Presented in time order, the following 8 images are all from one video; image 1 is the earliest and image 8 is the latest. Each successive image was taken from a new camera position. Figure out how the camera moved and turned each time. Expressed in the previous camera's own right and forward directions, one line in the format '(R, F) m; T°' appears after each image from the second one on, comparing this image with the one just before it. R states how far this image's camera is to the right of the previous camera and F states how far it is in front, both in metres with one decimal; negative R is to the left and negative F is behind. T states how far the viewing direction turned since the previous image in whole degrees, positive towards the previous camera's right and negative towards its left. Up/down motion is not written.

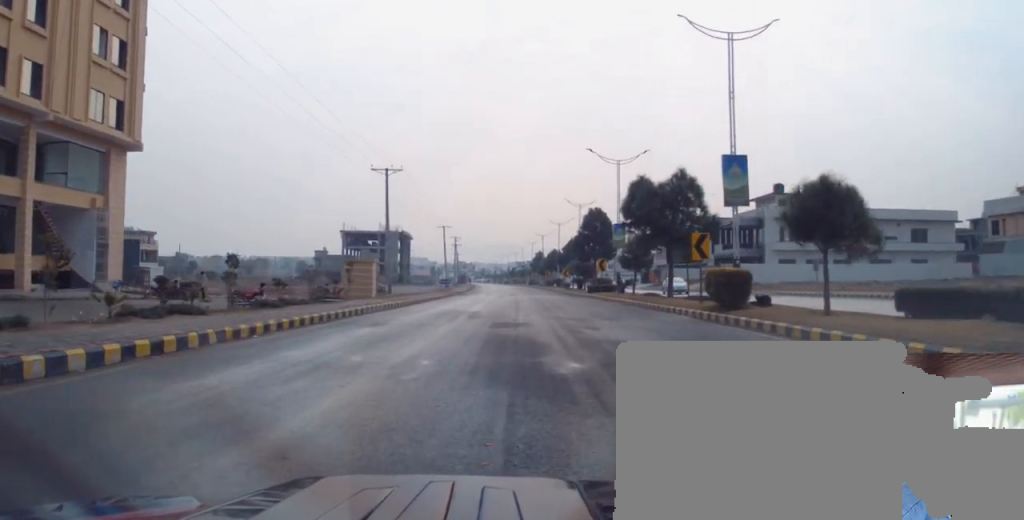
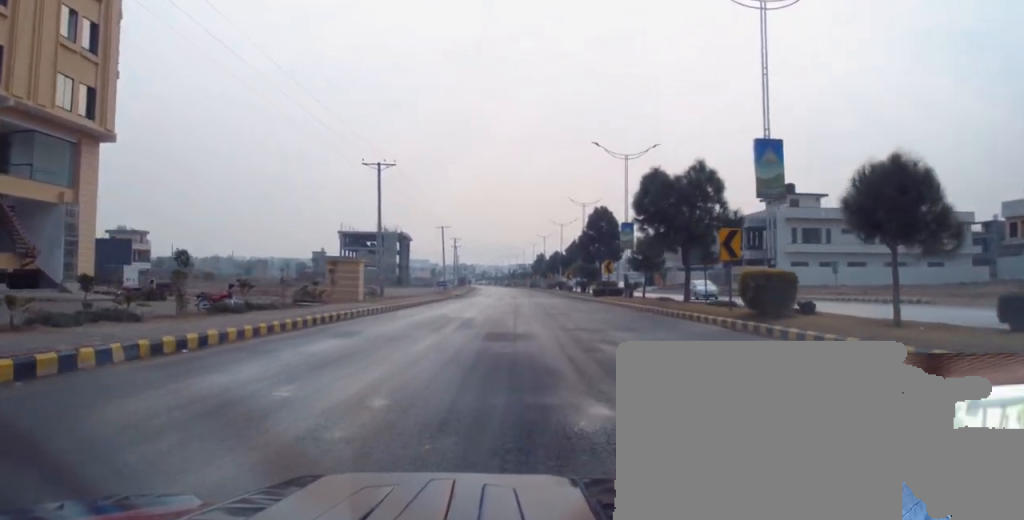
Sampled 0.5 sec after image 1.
(+0.1, +3.8) m; -2°
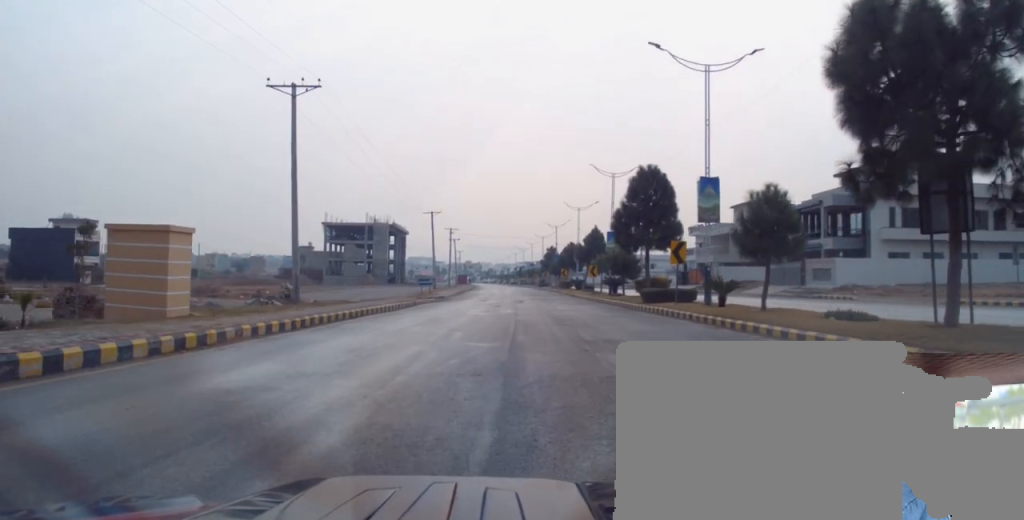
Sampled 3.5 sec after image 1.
(-0.1, +21.0) m; +1°
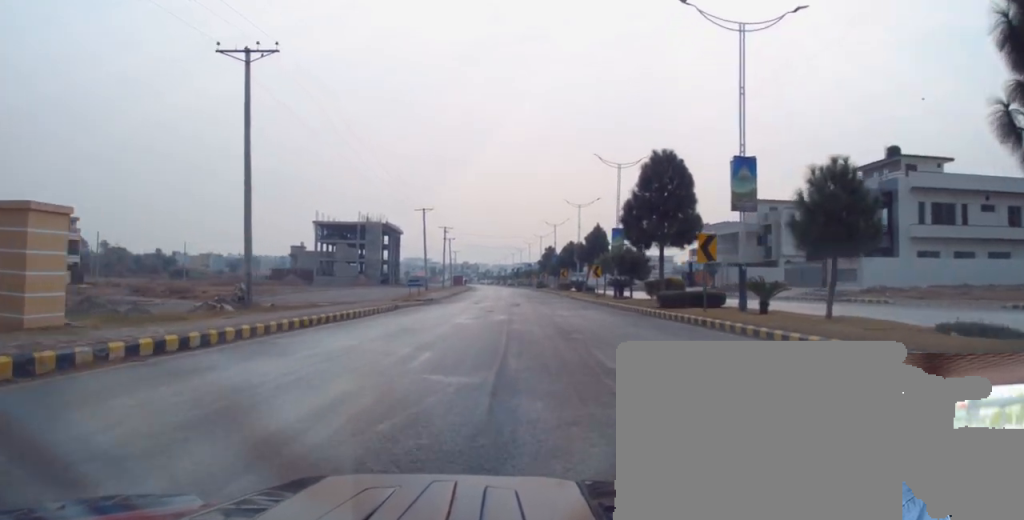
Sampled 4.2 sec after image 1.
(+0.2, +5.3) m; 0°
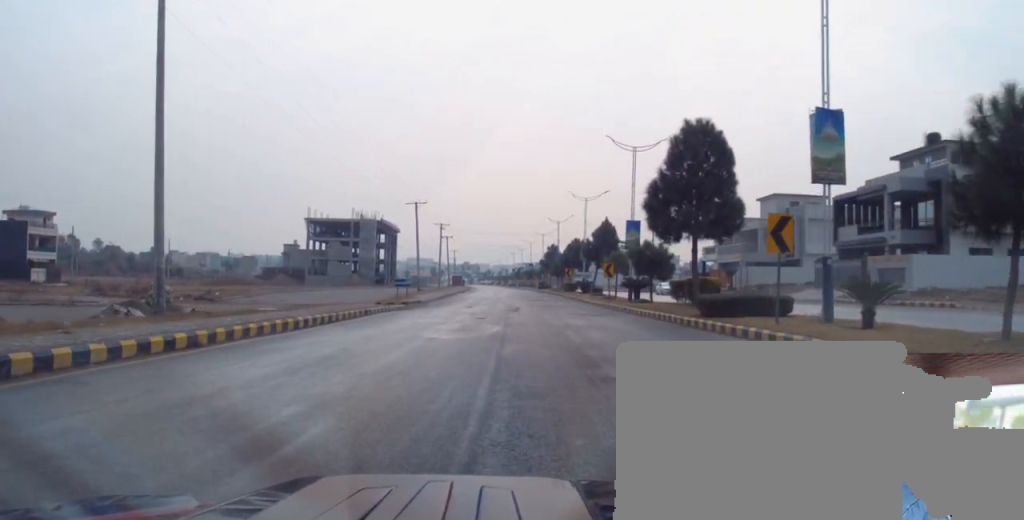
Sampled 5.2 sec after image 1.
(-0.1, +7.1) m; -2°
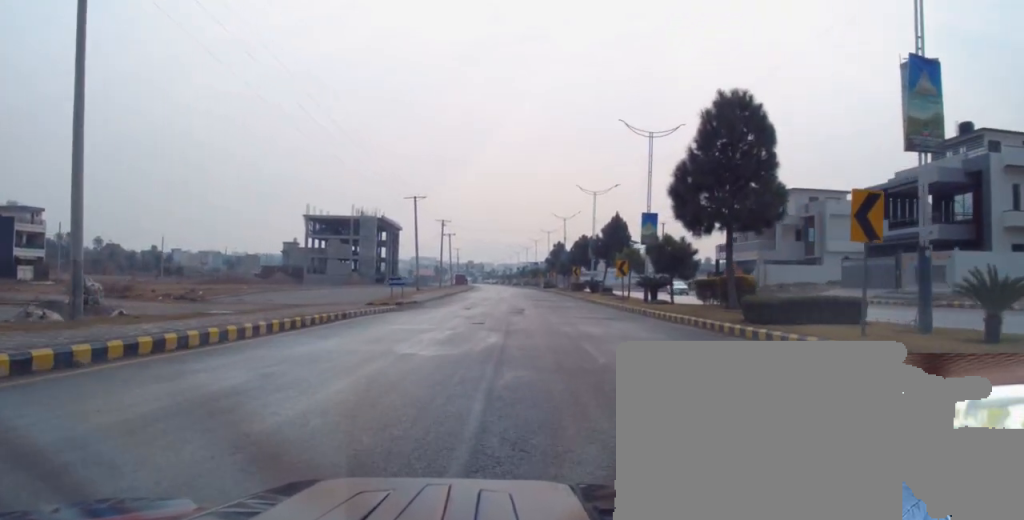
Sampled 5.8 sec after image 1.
(-0.1, +4.4) m; -1°
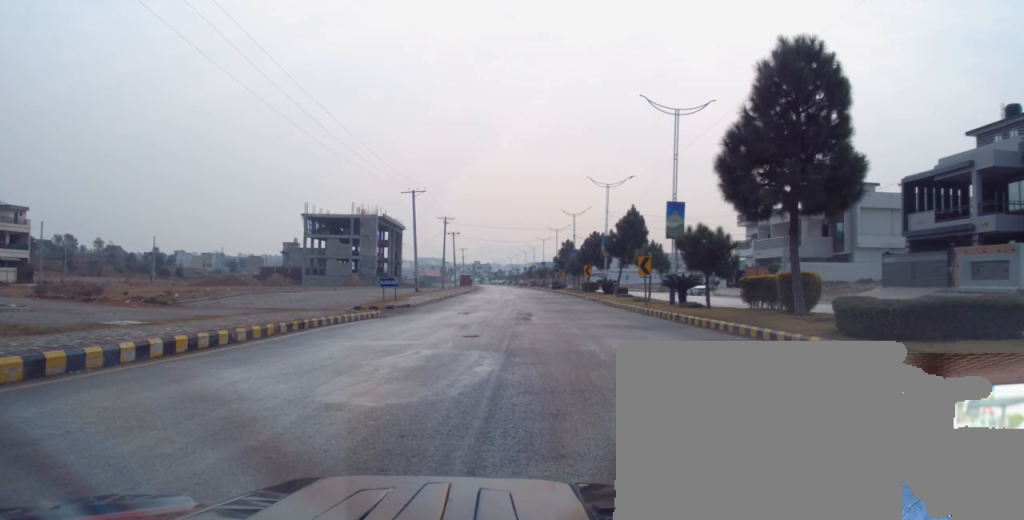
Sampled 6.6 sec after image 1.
(-0.2, +5.6) m; +2°
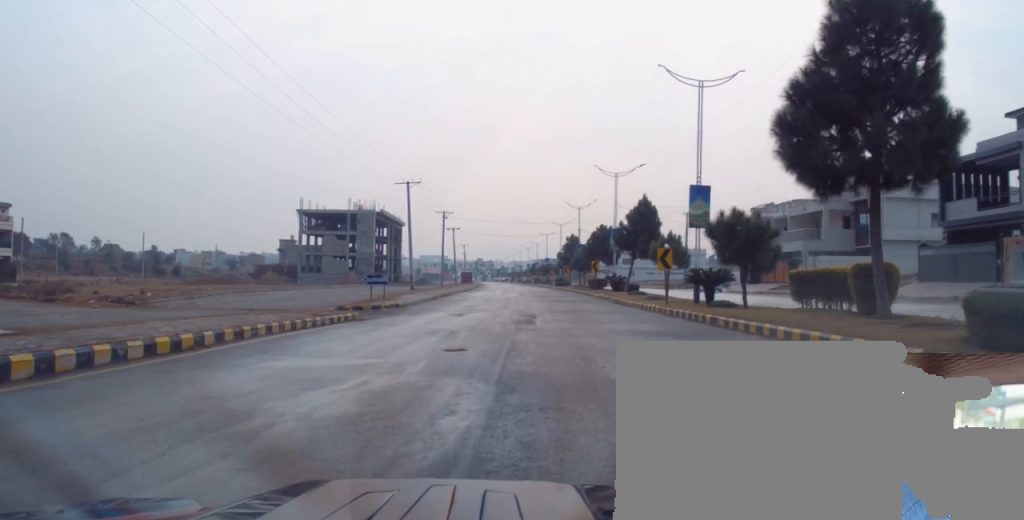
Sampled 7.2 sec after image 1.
(+0.3, +4.6) m; +1°
